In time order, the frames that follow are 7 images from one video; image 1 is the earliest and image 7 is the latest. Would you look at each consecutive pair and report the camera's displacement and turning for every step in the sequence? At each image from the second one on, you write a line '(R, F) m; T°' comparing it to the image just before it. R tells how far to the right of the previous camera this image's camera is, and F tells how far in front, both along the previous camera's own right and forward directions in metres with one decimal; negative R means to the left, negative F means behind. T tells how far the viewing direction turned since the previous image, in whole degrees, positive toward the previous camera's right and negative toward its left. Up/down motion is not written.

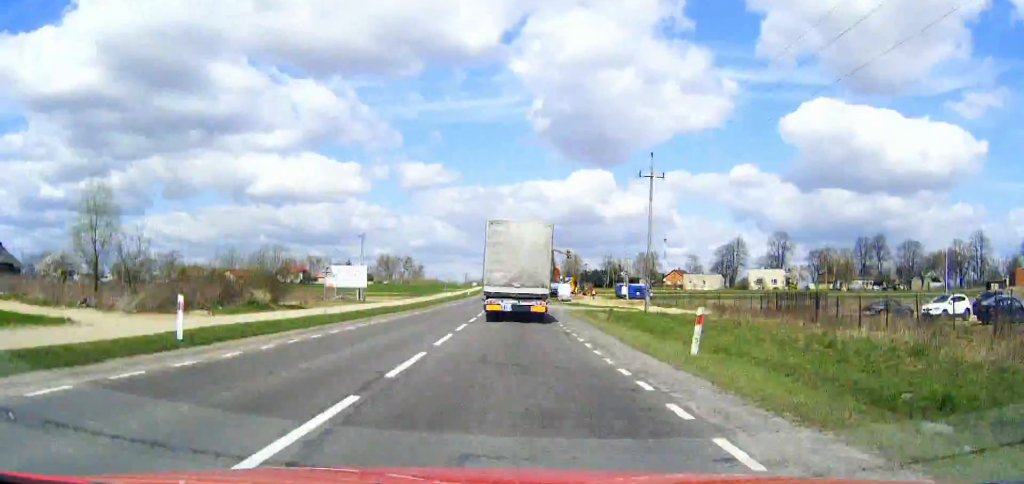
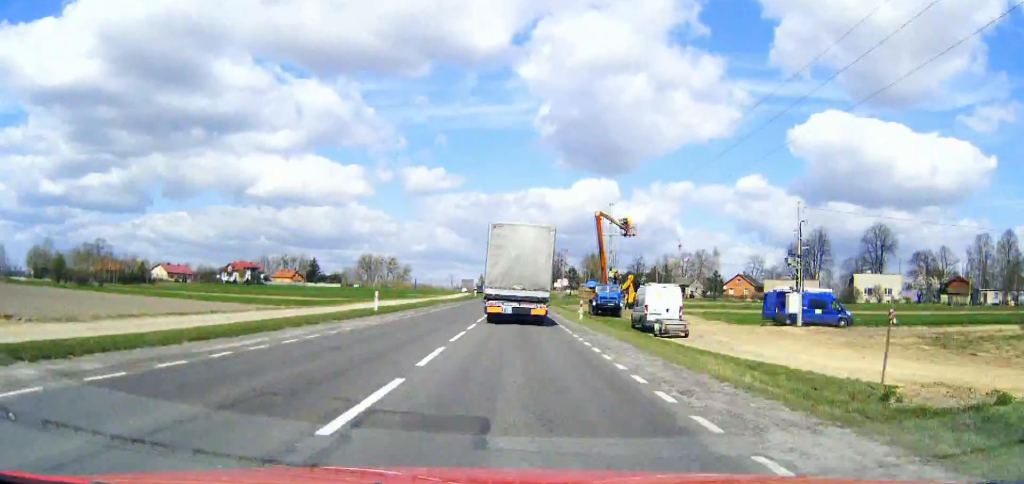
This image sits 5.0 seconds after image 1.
(+0.2, +75.9) m; 0°
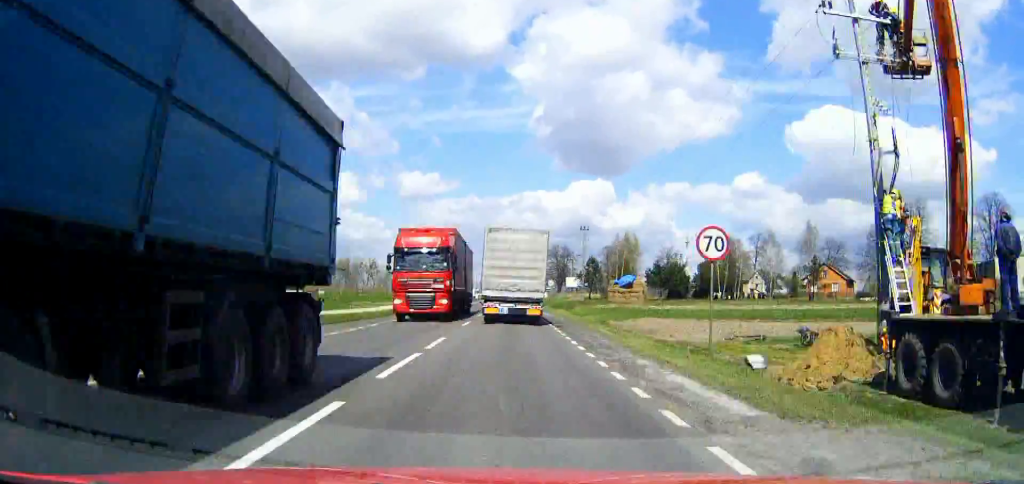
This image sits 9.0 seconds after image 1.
(0.0, +55.9) m; 0°
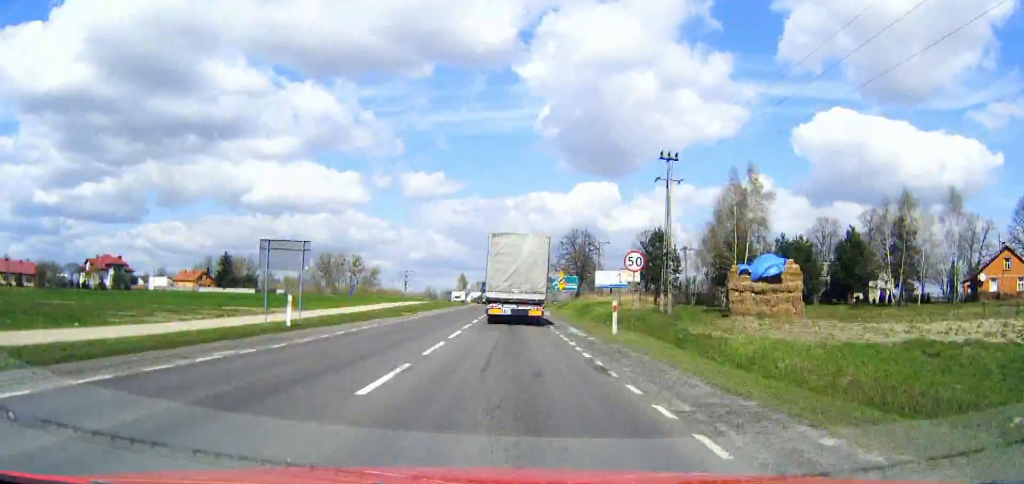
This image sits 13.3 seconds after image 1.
(0.0, +56.5) m; 0°
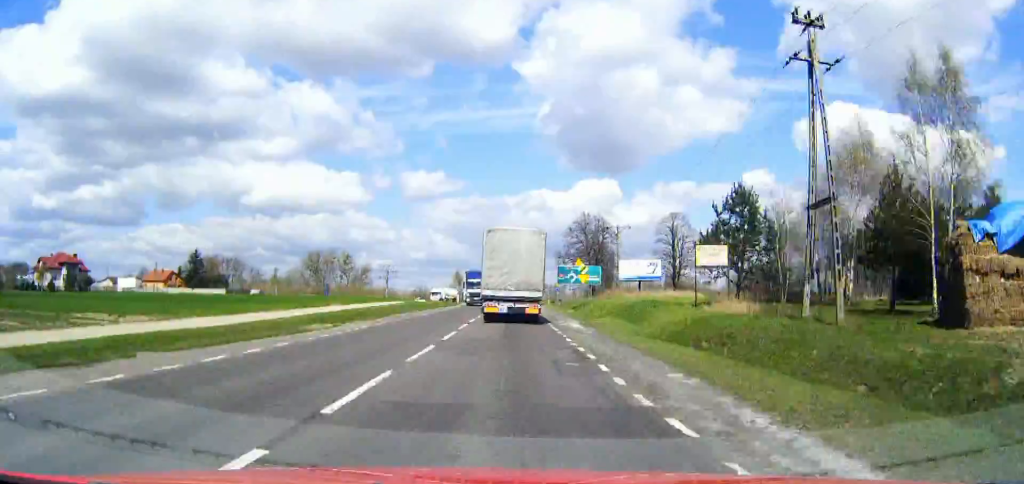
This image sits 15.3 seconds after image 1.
(0.0, +23.9) m; 0°
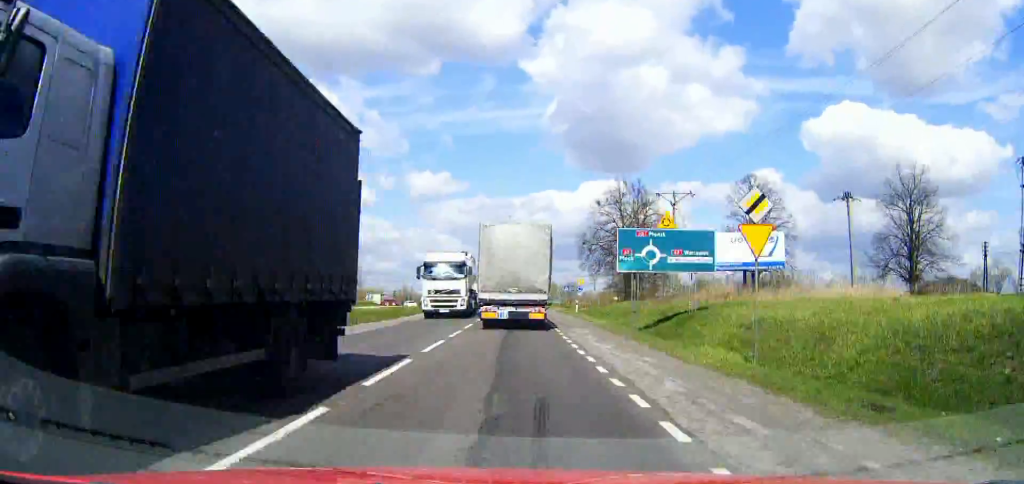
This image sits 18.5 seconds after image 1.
(-0.1, +34.3) m; 0°
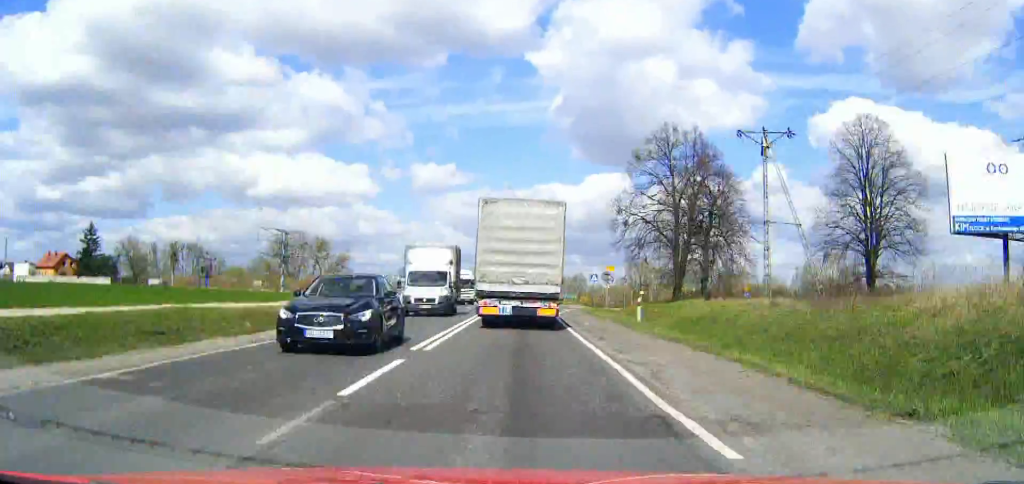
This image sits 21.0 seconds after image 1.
(0.0, +21.2) m; 0°
